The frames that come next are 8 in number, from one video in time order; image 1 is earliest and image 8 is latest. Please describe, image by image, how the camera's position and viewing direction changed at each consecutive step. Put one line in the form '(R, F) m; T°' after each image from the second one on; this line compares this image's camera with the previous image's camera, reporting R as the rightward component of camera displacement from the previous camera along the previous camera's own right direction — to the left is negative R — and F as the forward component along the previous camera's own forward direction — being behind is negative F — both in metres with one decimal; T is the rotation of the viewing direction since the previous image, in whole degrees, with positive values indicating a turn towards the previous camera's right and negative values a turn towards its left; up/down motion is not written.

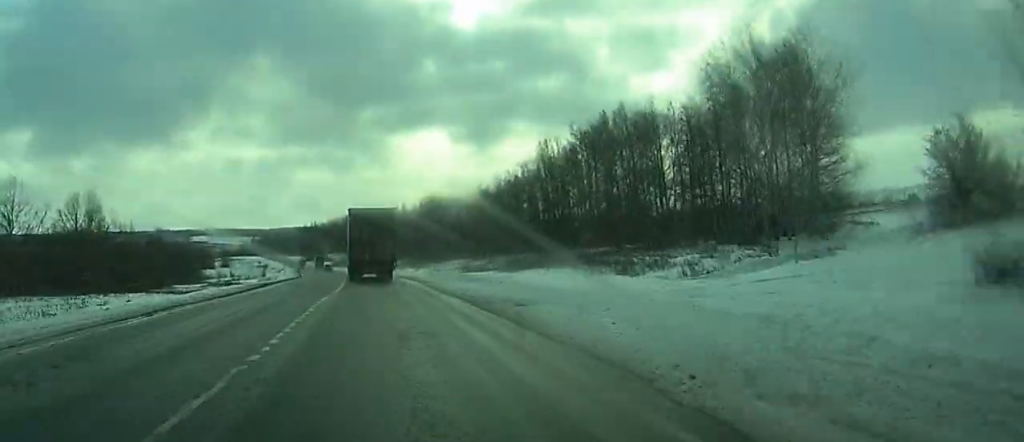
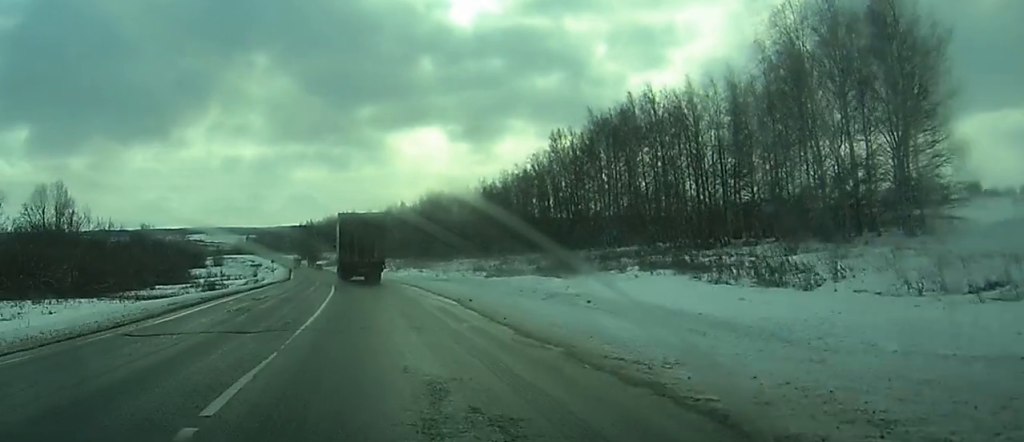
(-0.2, +15.0) m; -1°
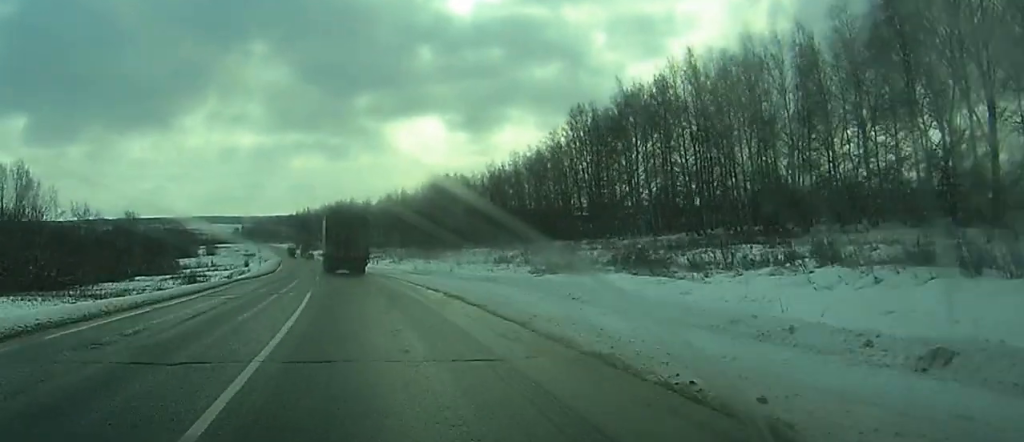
(-0.2, +17.0) m; -1°
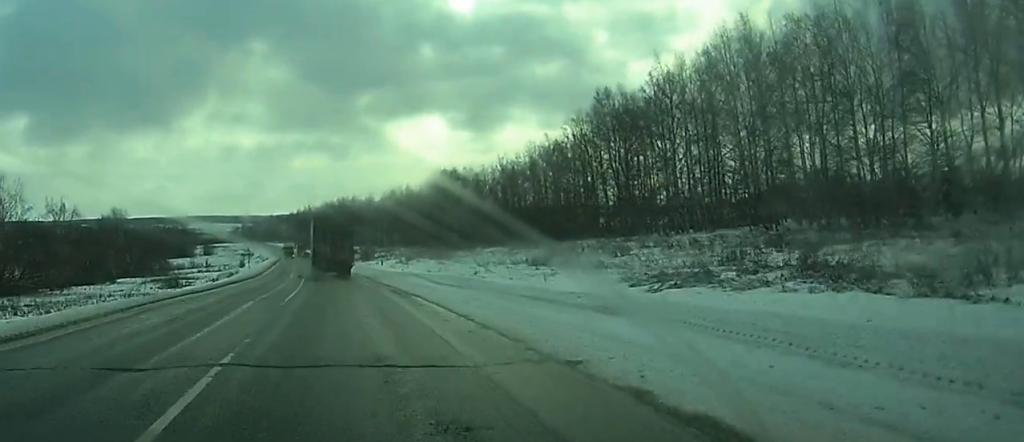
(0.0, +15.8) m; 0°
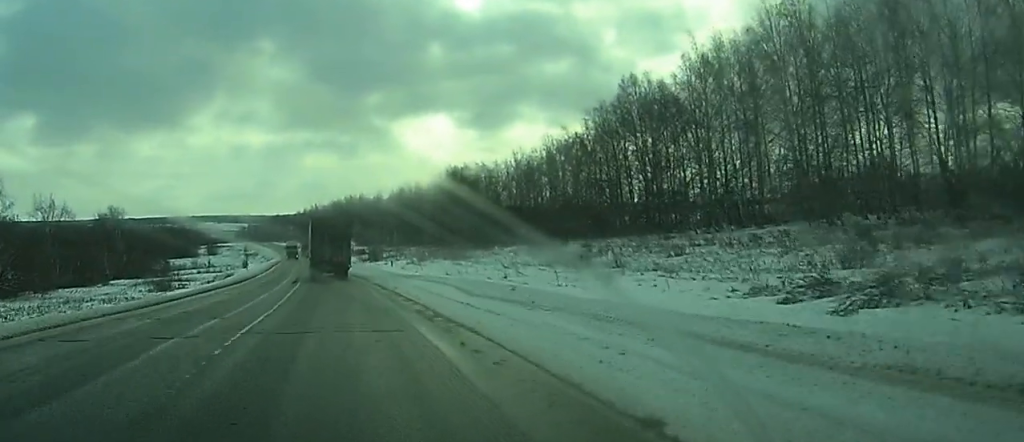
(0.0, +9.9) m; 0°
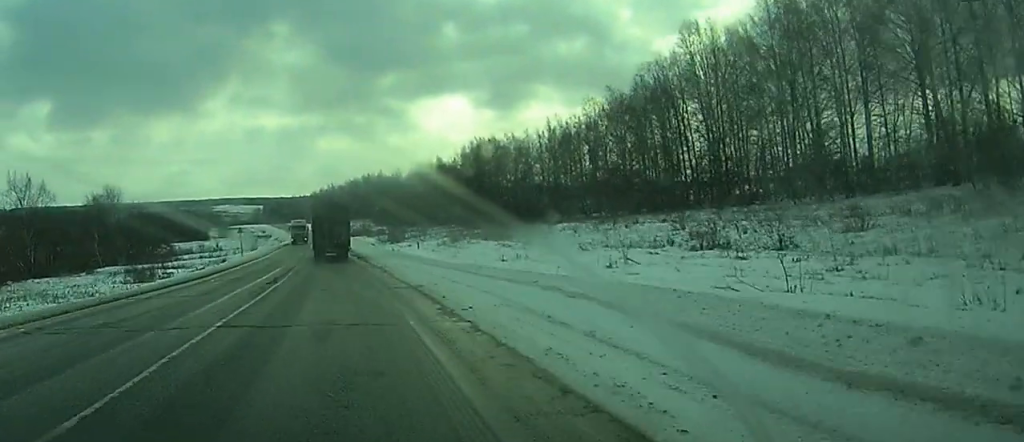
(-0.1, +18.7) m; -3°
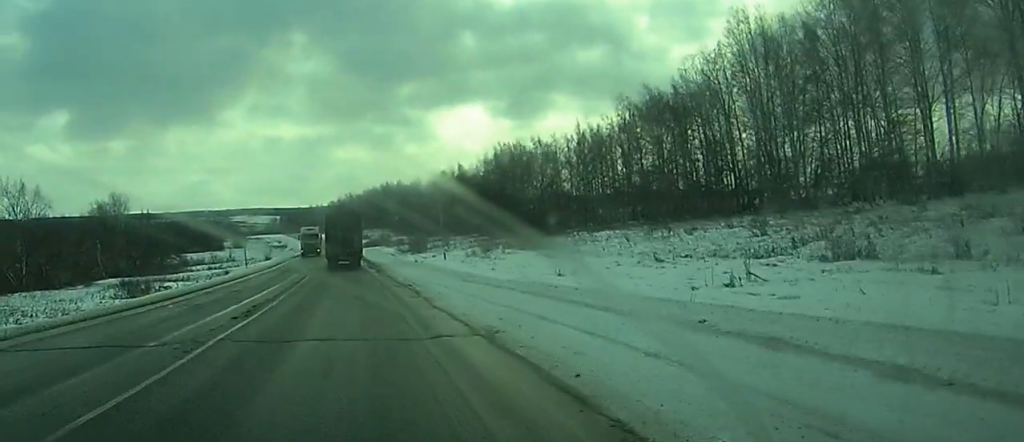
(-0.3, +9.3) m; -1°
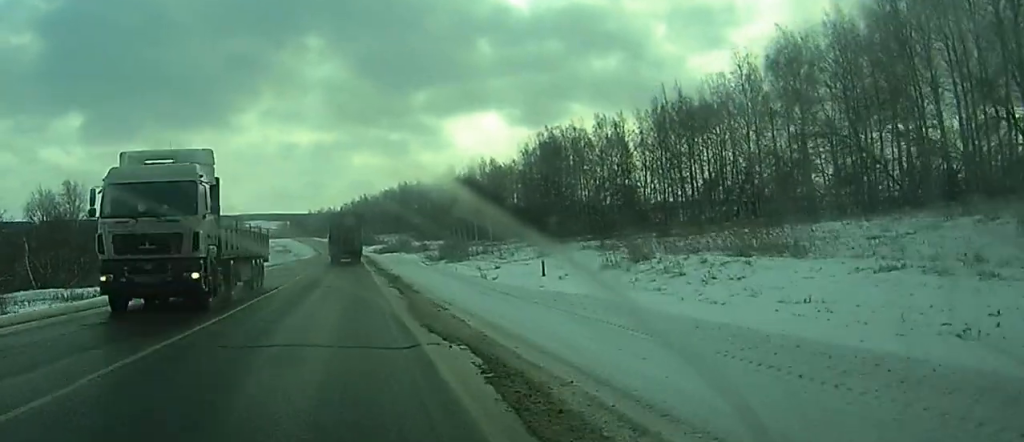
(+0.1, +36.7) m; -1°
